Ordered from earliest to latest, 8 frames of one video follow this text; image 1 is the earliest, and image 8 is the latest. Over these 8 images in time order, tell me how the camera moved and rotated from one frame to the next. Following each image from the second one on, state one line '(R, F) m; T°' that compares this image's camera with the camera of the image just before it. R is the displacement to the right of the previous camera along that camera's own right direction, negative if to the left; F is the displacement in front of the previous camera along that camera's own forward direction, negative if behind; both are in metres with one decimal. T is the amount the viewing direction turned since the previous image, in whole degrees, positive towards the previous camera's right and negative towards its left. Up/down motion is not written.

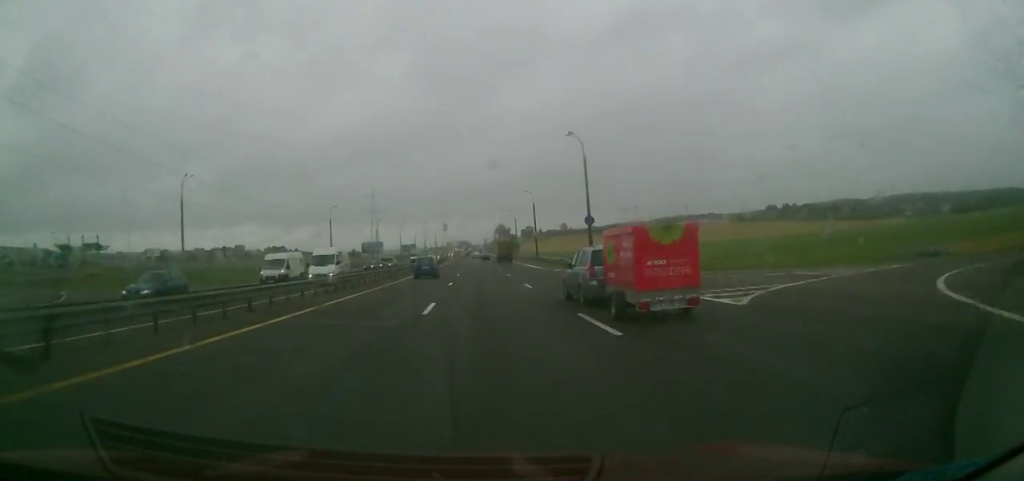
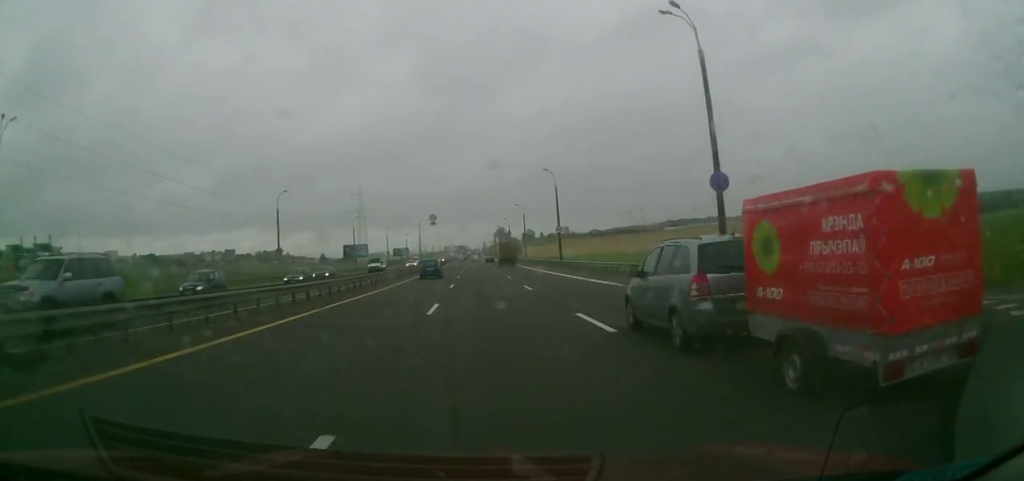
(0.0, +31.3) m; 0°
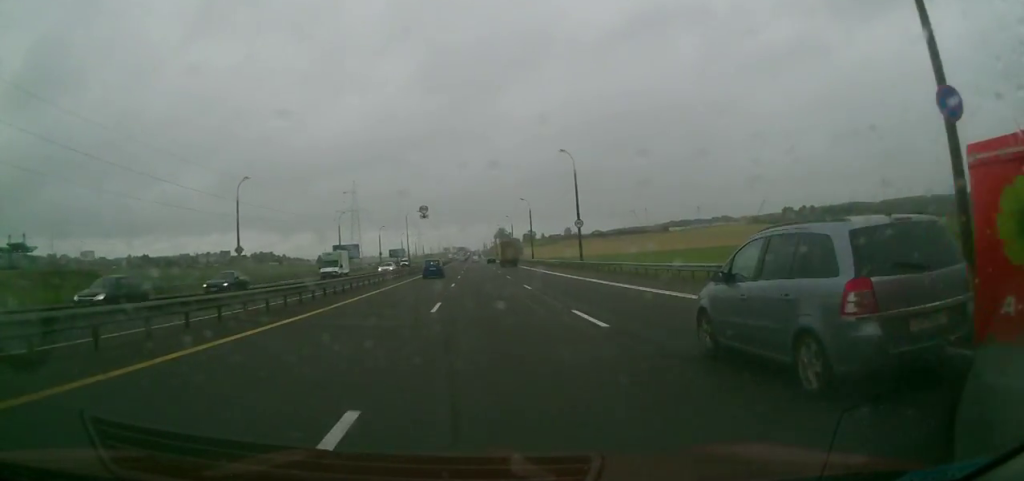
(0.0, +16.1) m; -1°
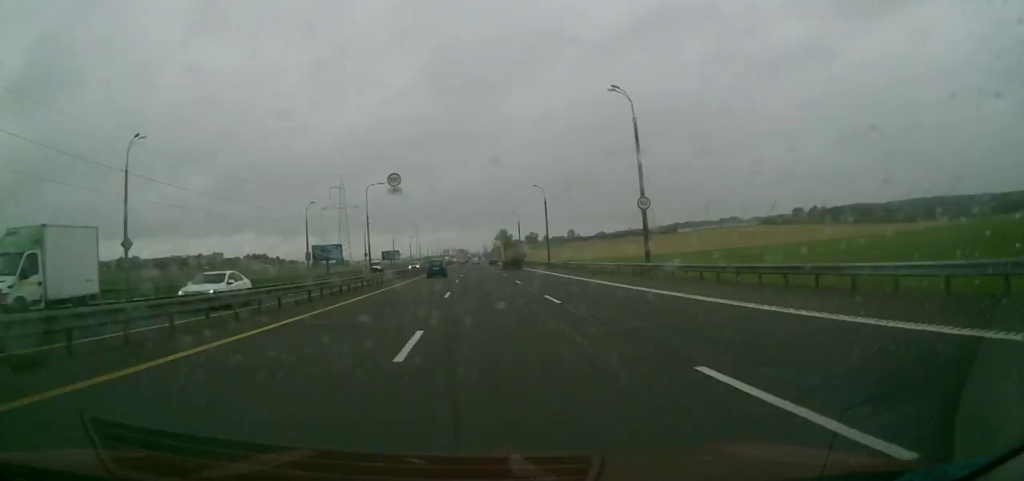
(-0.3, +24.2) m; 0°
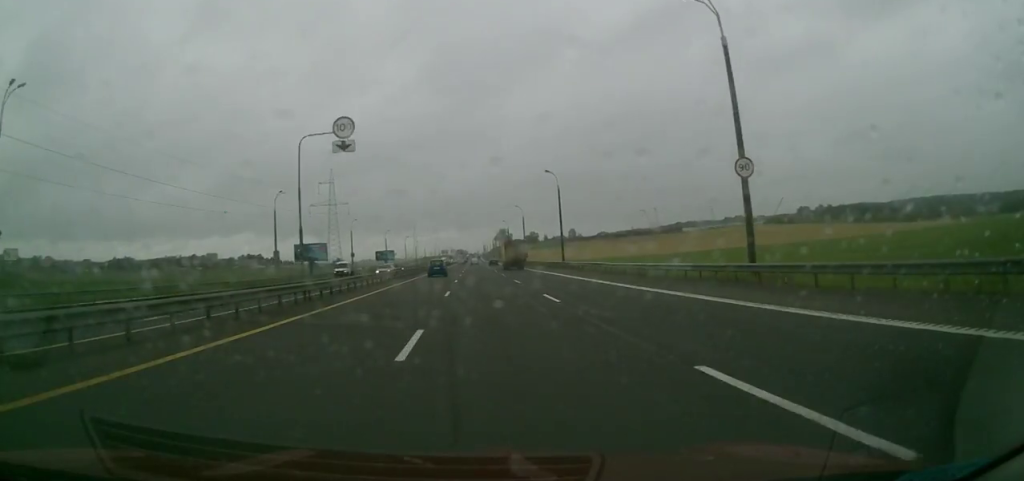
(-0.2, +16.1) m; 0°
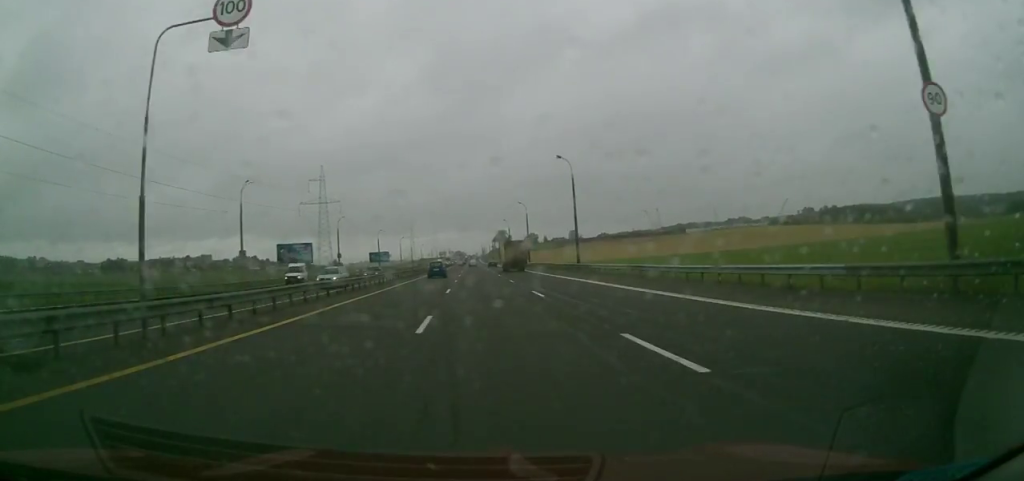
(+0.2, +12.5) m; +1°
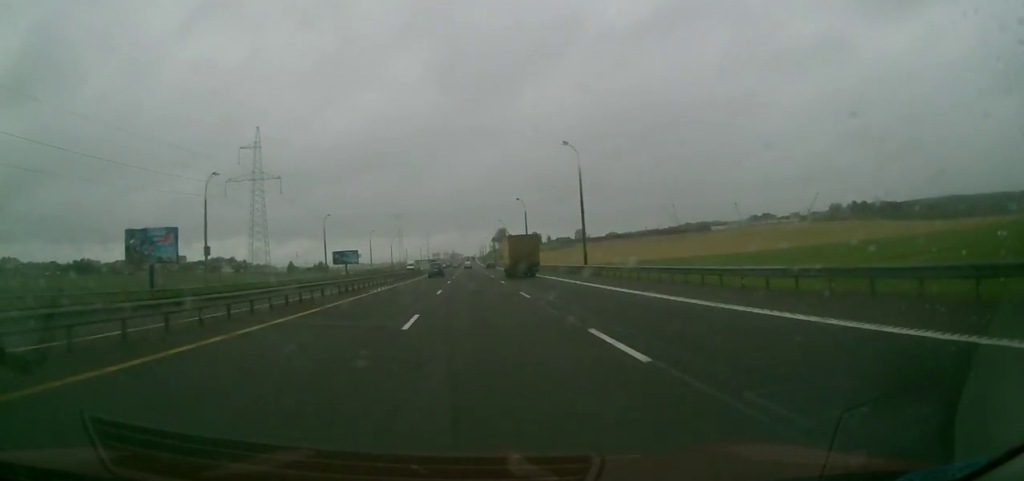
(+0.8, +63.5) m; 0°
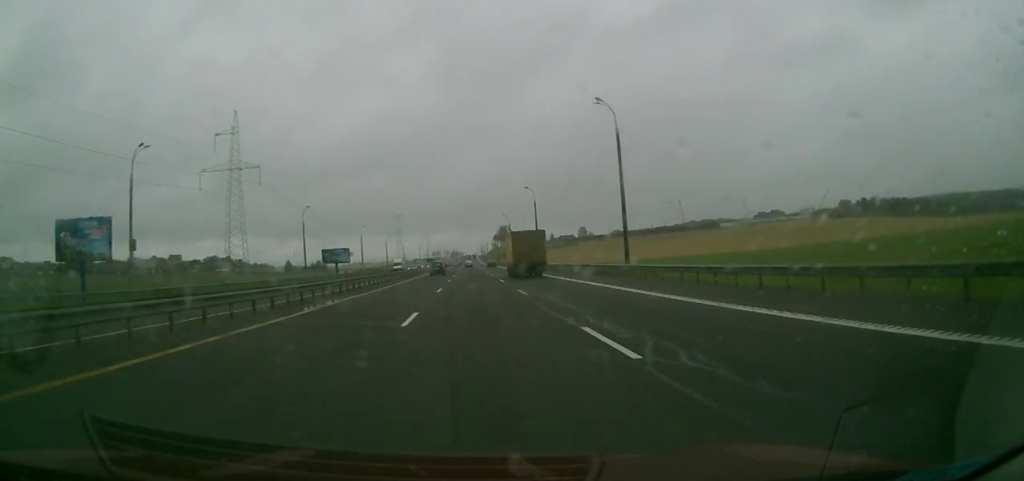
(0.0, +15.6) m; 0°
